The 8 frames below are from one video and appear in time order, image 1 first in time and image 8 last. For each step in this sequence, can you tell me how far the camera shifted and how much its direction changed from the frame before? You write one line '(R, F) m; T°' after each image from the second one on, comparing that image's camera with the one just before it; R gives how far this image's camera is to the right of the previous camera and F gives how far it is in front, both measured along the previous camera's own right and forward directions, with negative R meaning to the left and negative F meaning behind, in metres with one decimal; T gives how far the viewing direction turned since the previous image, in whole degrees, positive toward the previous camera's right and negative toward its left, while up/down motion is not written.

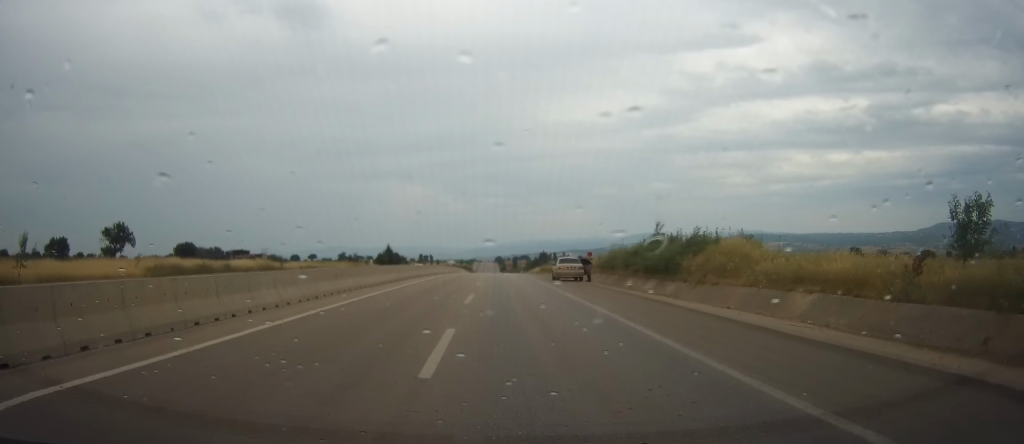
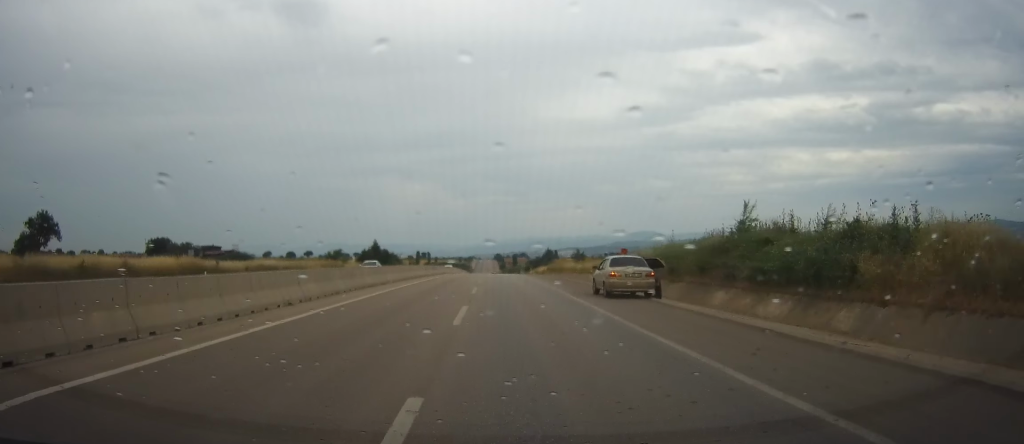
(+0.1, +18.7) m; 0°
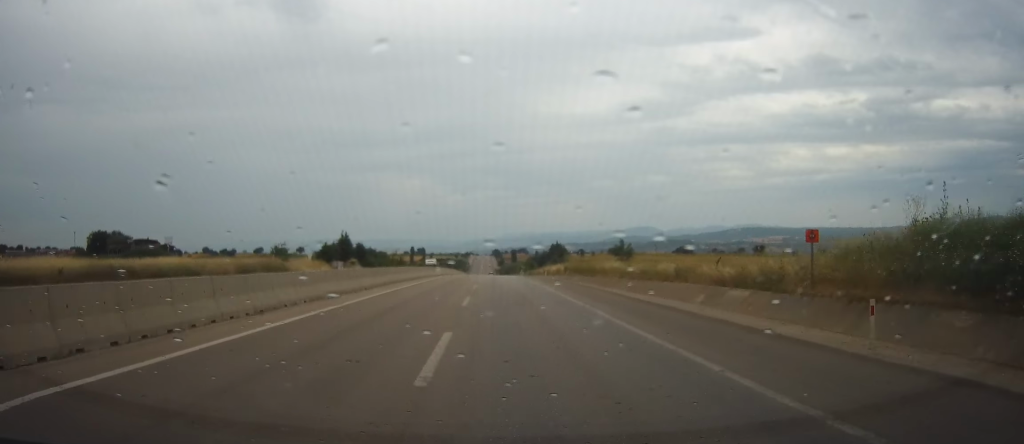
(-0.2, +30.2) m; -1°
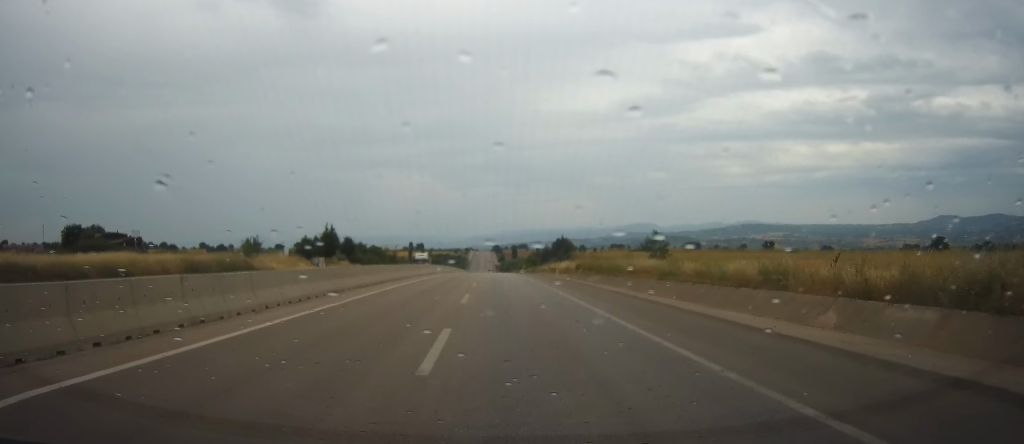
(+0.1, +11.5) m; +1°
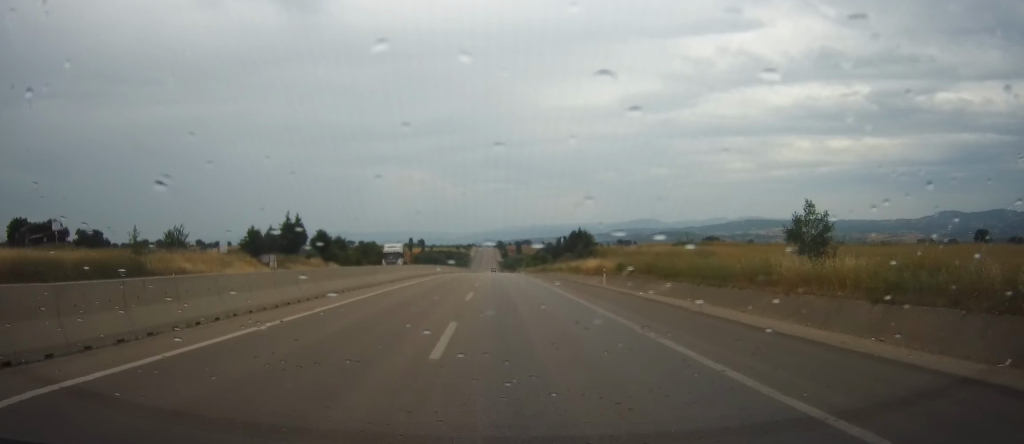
(+0.3, +22.3) m; +1°
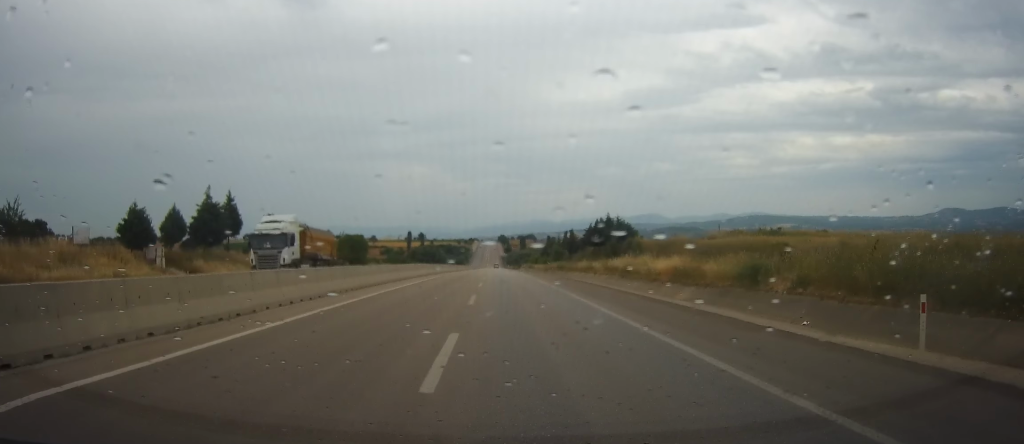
(-0.1, +26.2) m; -1°
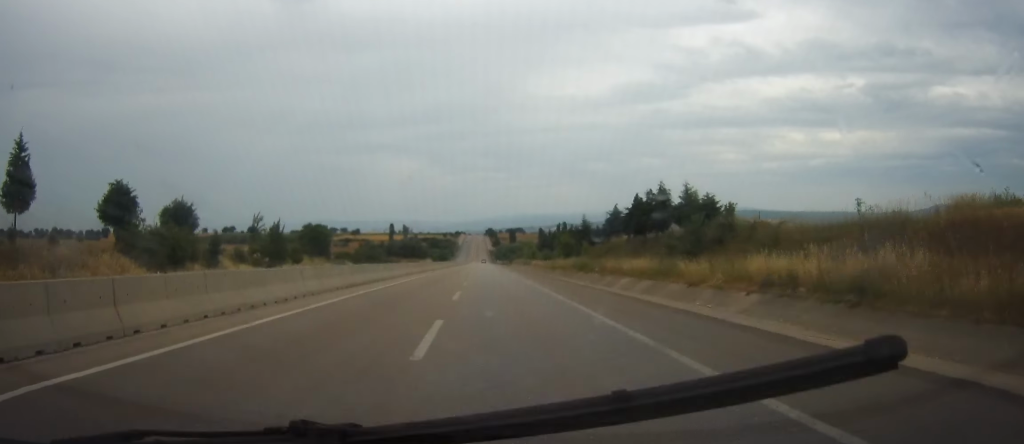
(-0.2, +33.3) m; 0°
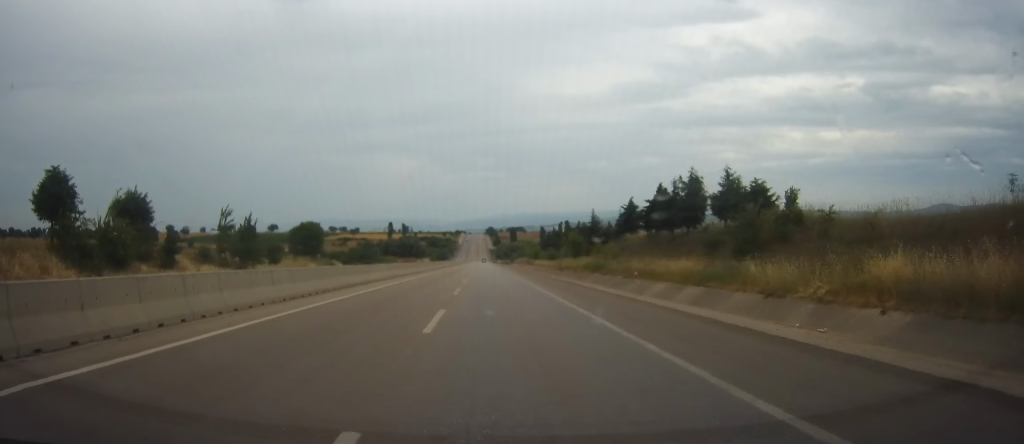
(+0.2, +9.3) m; 0°
